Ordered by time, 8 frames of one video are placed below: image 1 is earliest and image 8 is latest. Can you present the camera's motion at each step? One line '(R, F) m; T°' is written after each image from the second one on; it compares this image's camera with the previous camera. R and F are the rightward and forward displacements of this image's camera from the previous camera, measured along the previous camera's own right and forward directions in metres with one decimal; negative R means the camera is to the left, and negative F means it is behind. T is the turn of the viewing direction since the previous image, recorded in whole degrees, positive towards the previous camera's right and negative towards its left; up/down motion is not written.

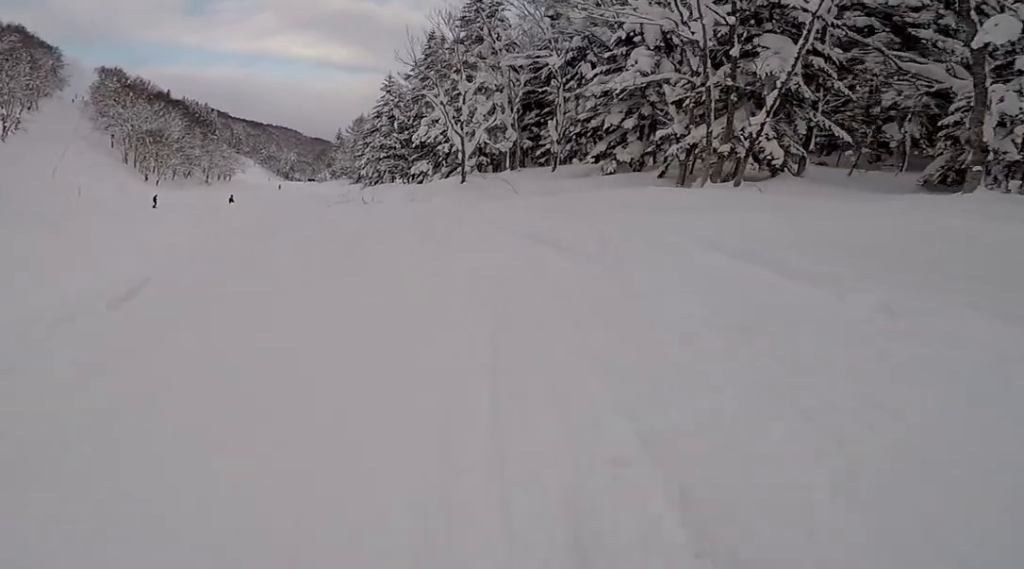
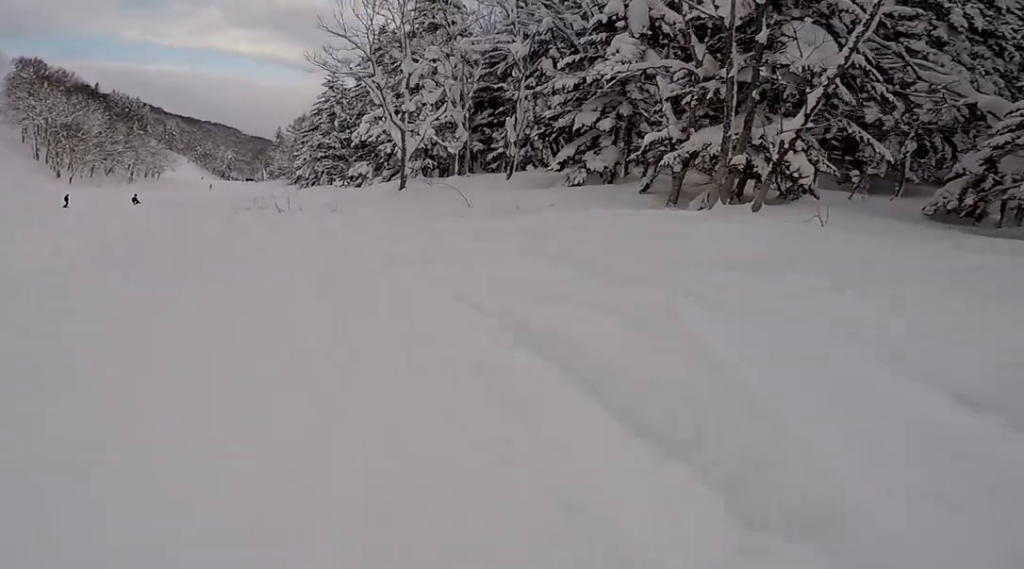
(-0.5, +3.5) m; -5°
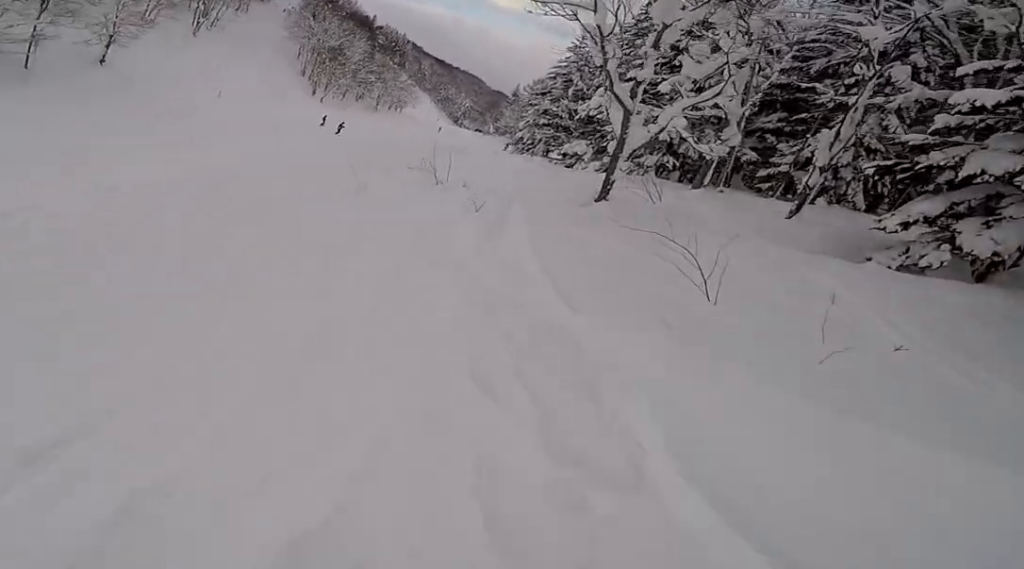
(-0.3, +6.5) m; -17°
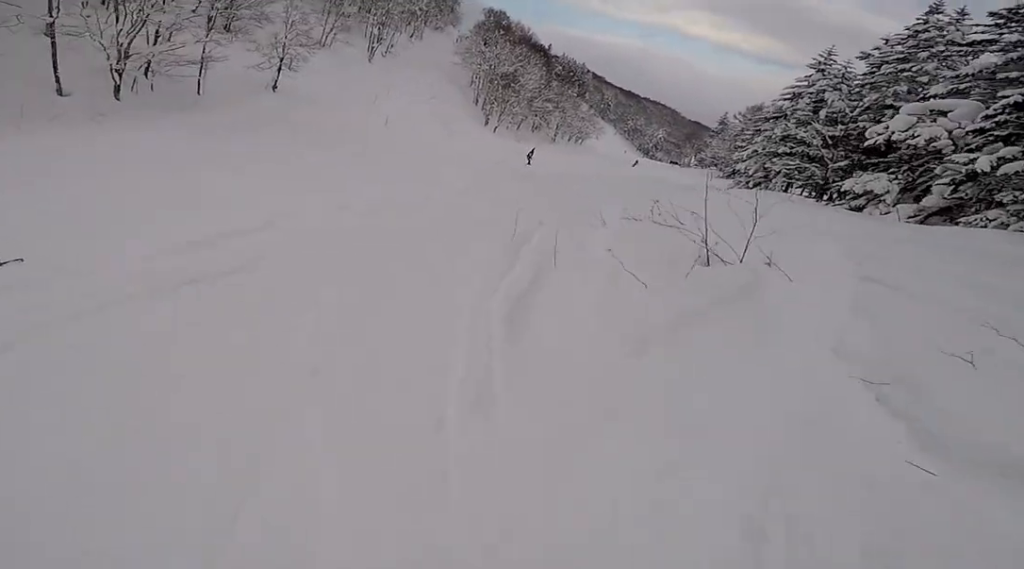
(-2.6, +8.3) m; -15°
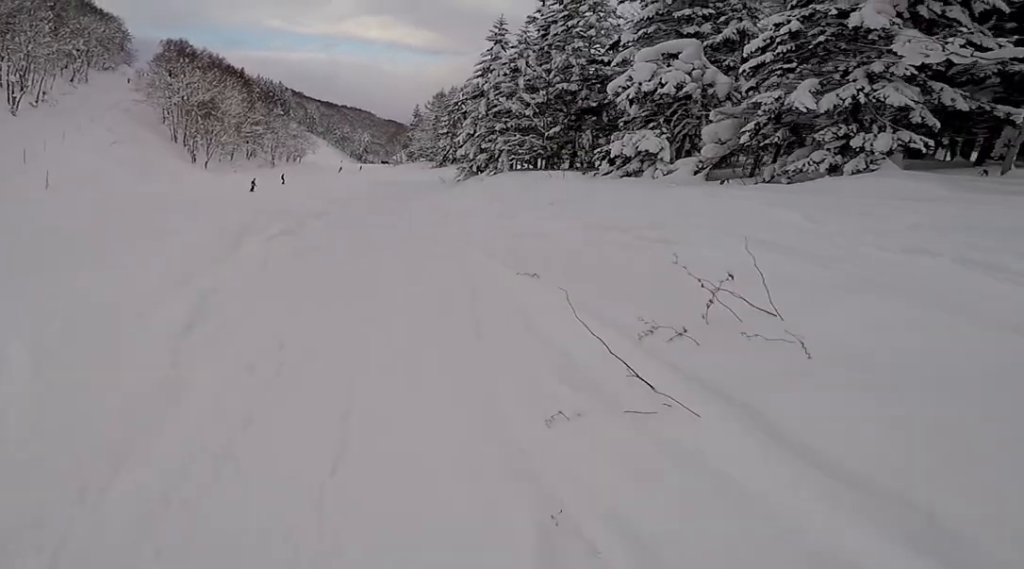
(+0.9, +6.8) m; +18°
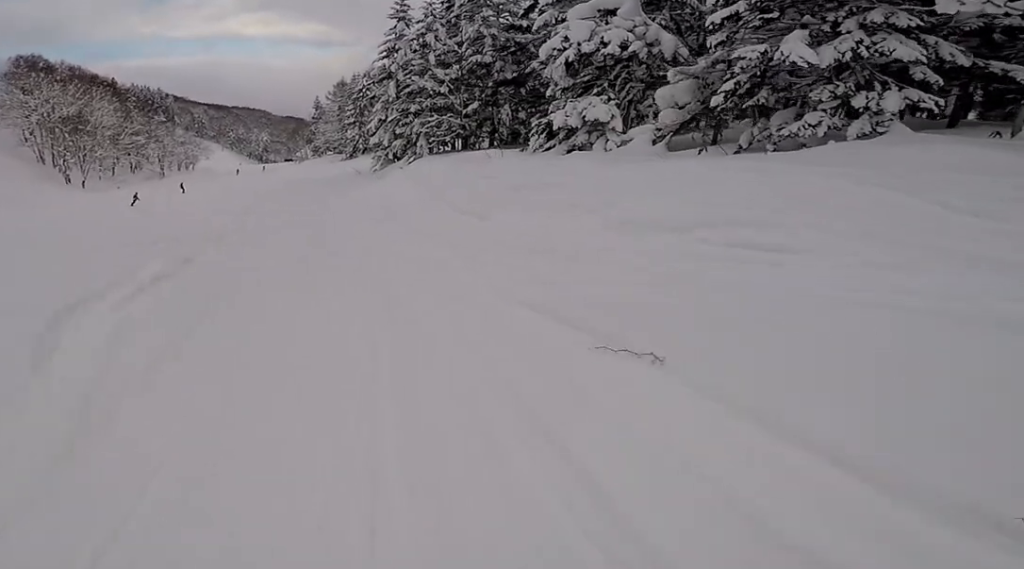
(+0.3, +2.7) m; +10°
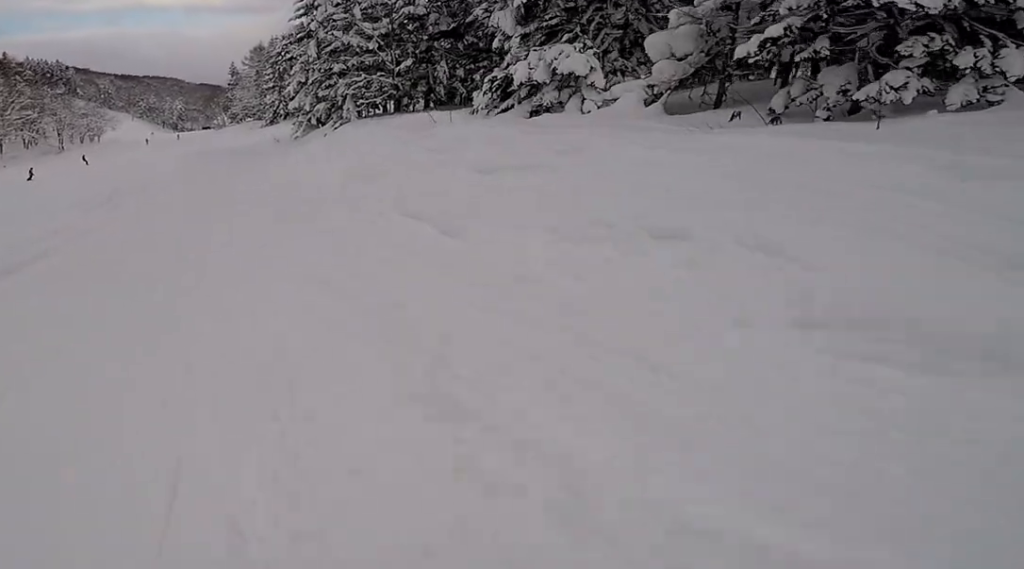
(+0.5, +3.9) m; +9°
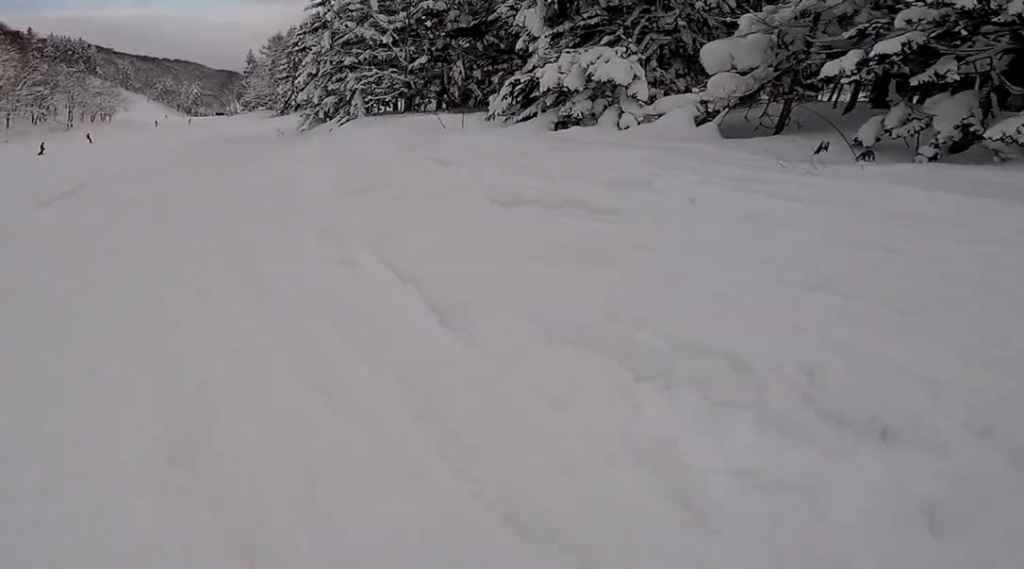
(+0.4, +2.1) m; +2°
